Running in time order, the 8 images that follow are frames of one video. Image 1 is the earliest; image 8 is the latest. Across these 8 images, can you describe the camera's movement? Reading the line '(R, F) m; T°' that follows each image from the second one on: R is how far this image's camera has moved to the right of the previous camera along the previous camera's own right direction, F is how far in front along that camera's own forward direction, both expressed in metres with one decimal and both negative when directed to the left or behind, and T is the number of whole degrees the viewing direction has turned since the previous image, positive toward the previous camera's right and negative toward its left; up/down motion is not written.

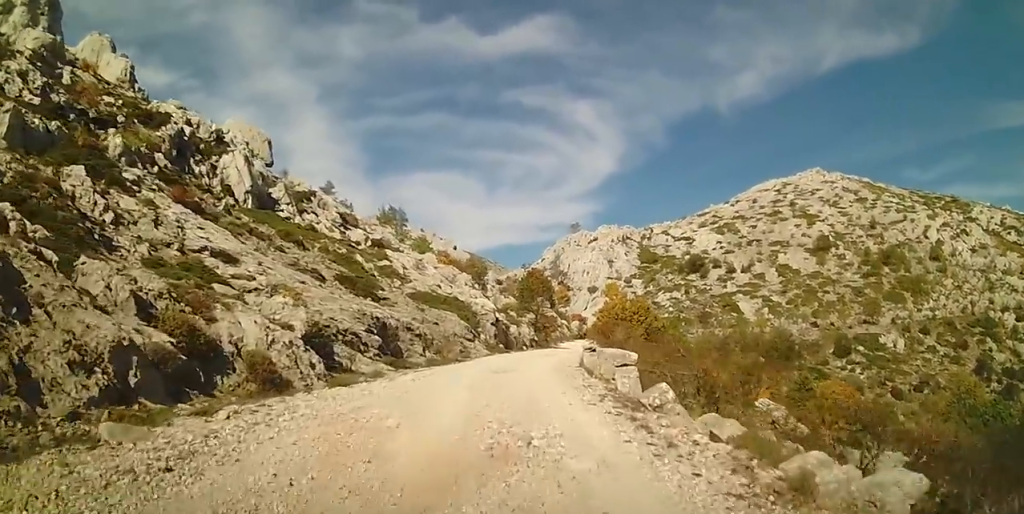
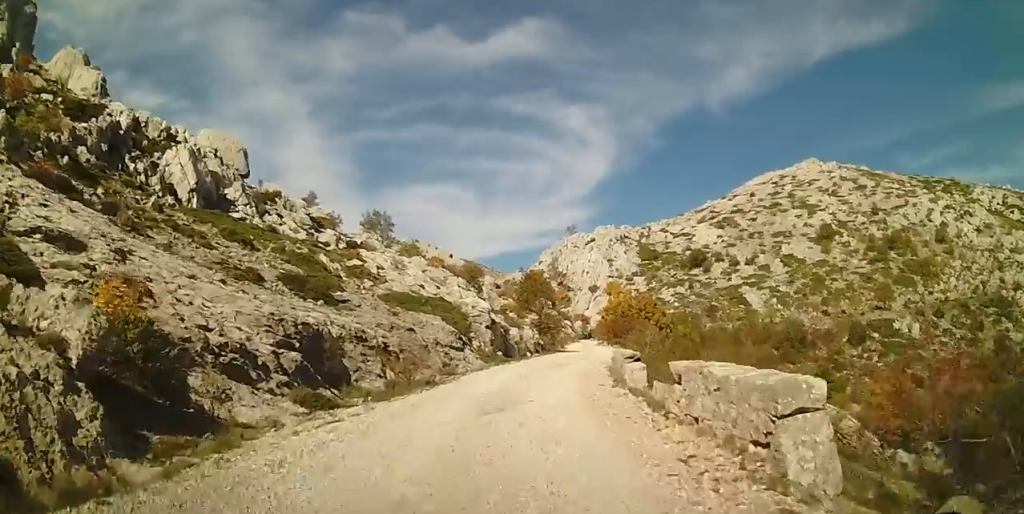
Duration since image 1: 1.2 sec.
(0.0, +7.3) m; 0°
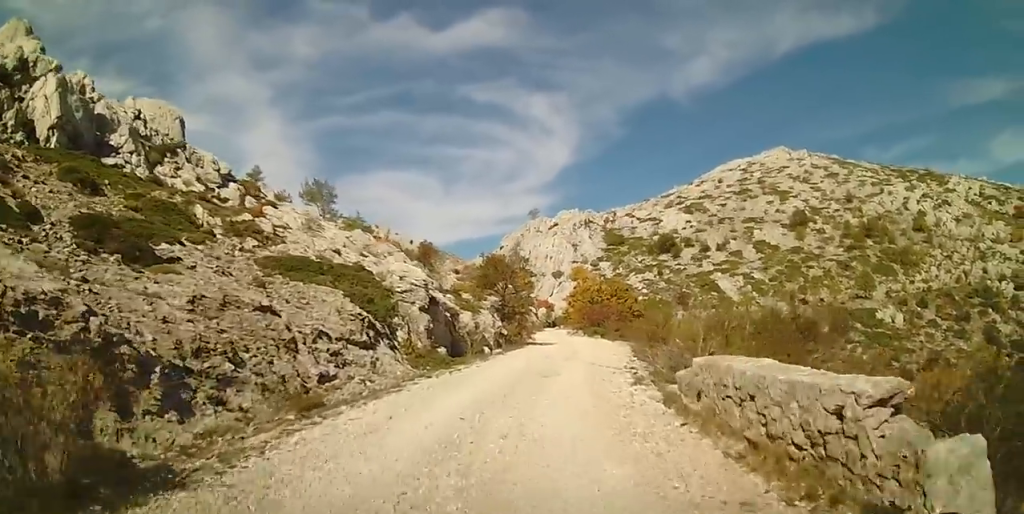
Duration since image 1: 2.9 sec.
(+0.5, +10.4) m; +7°
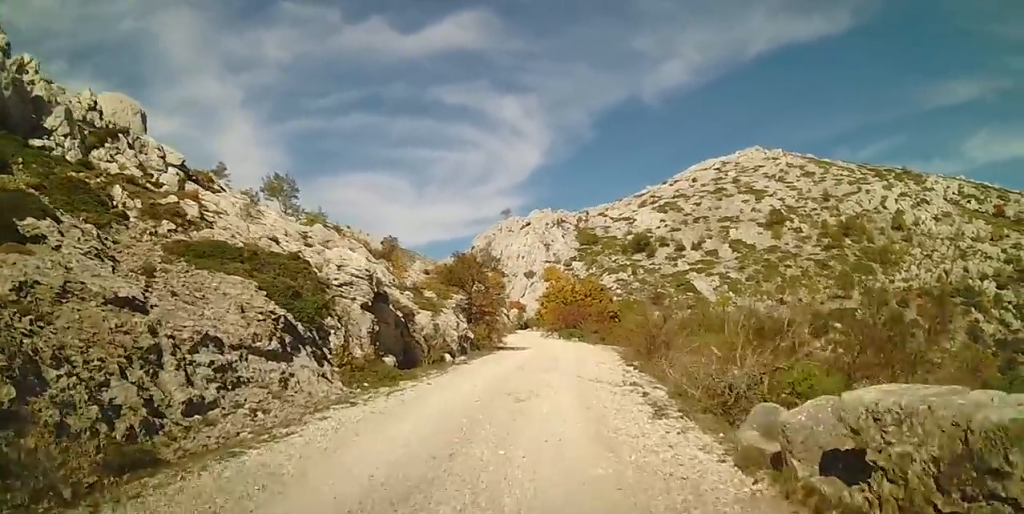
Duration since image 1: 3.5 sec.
(+0.1, +3.8) m; +2°
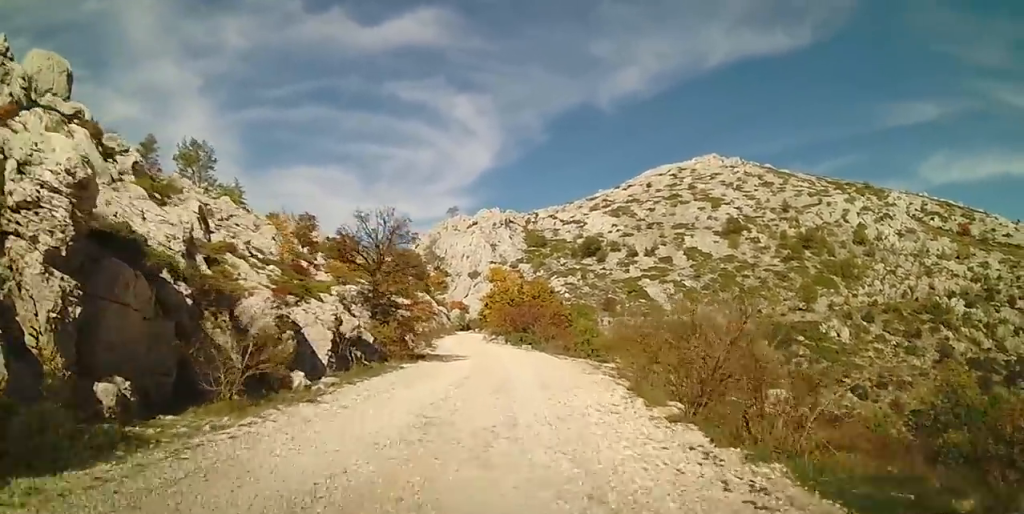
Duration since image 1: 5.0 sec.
(+0.2, +9.9) m; +2°
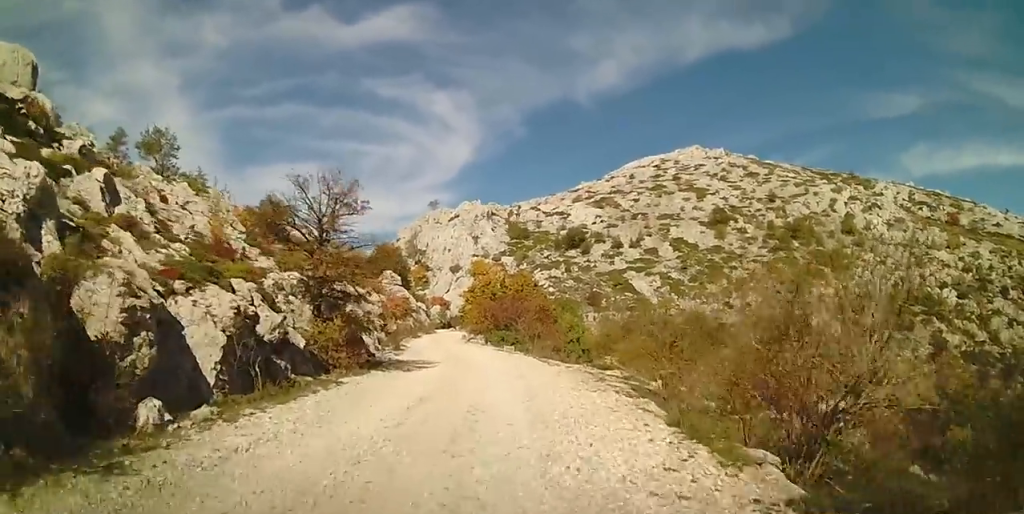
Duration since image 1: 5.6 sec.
(0.0, +4.3) m; +1°
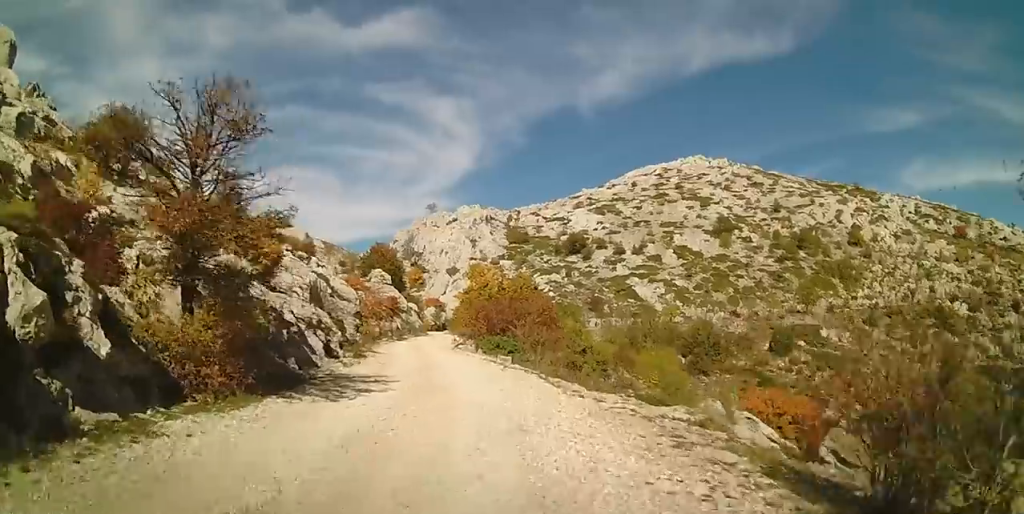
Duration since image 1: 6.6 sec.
(0.0, +6.8) m; 0°
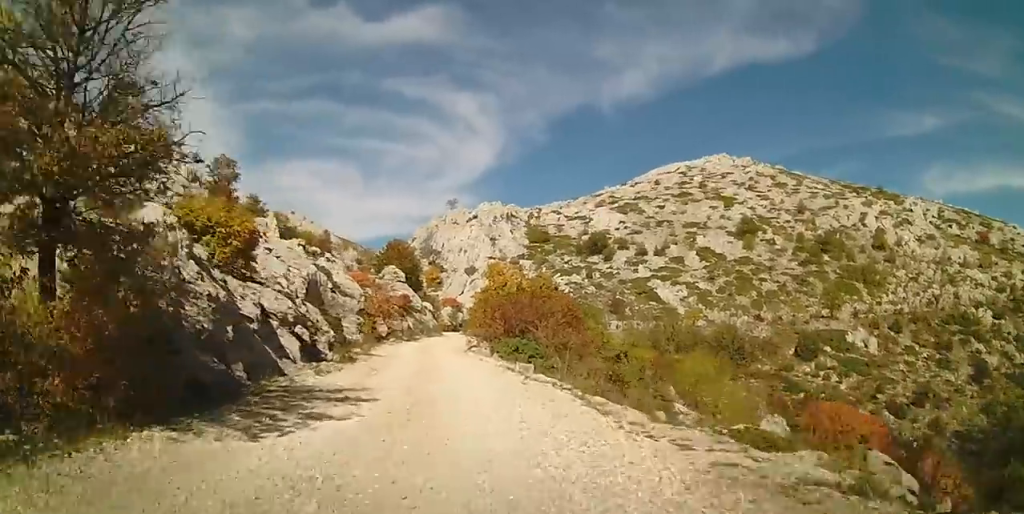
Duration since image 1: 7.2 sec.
(0.0, +4.1) m; 0°
